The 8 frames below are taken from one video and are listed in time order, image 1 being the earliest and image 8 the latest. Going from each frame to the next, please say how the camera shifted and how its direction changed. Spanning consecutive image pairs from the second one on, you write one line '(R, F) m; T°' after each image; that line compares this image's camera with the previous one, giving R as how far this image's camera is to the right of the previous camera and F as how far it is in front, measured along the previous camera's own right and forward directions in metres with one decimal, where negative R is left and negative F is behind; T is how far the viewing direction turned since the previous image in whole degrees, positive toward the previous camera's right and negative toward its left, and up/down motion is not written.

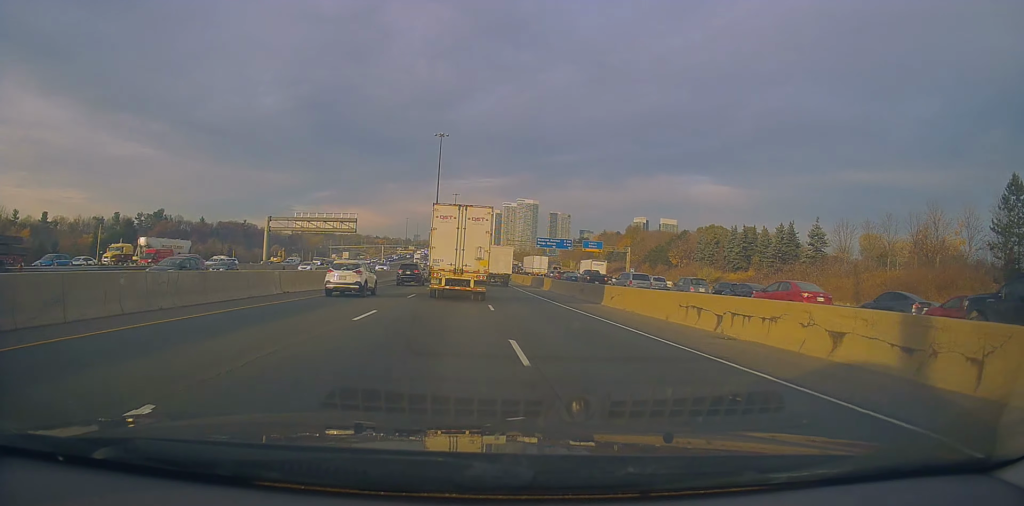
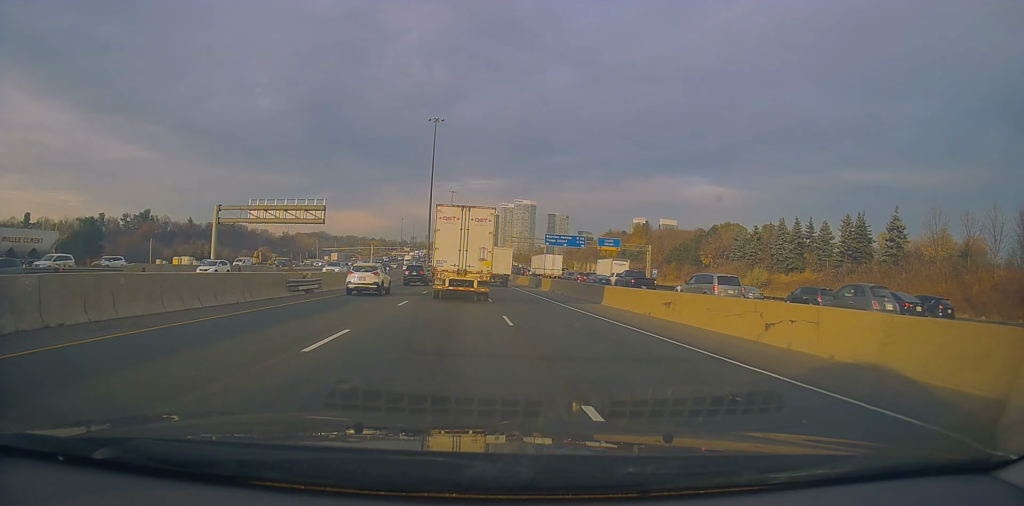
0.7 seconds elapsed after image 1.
(-0.7, +17.0) m; -1°
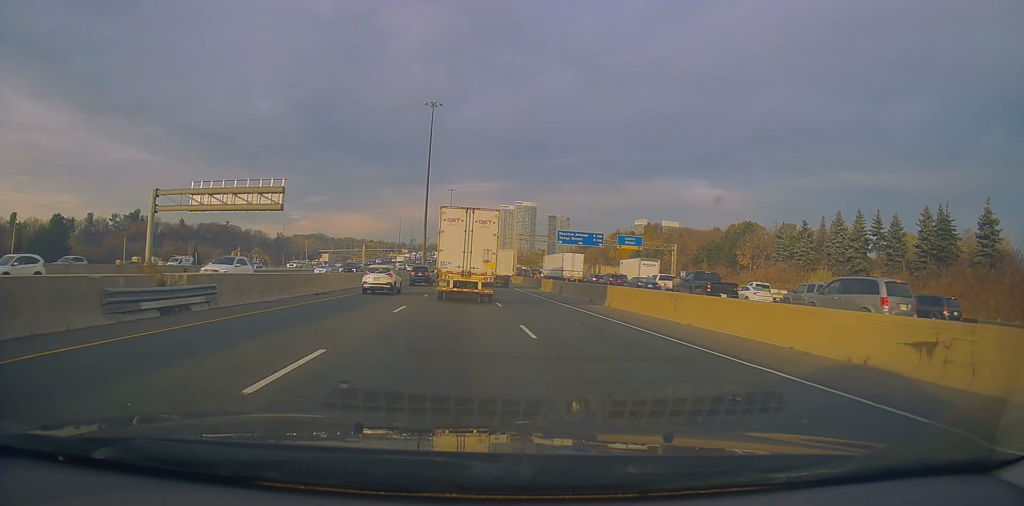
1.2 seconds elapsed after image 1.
(+0.2, +14.9) m; +1°
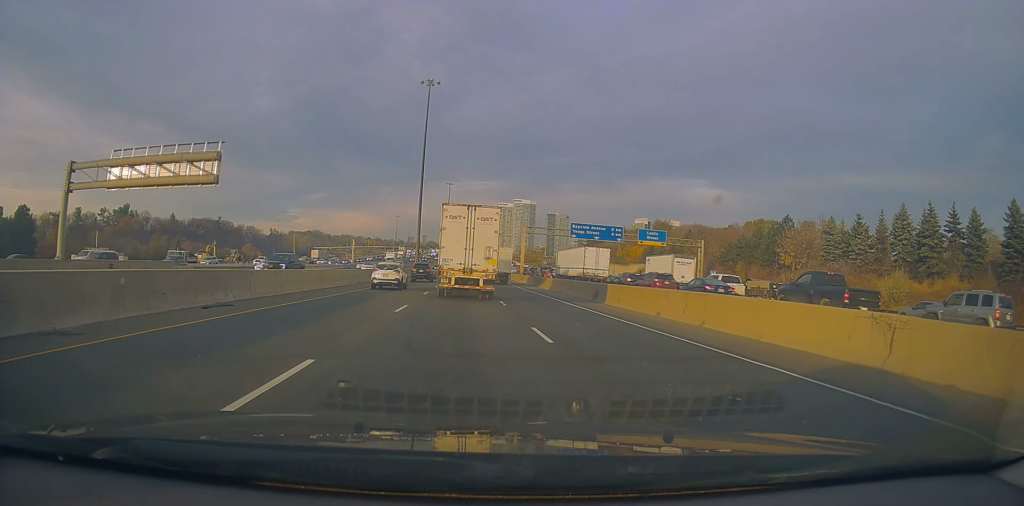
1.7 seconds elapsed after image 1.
(0.0, +12.3) m; +1°
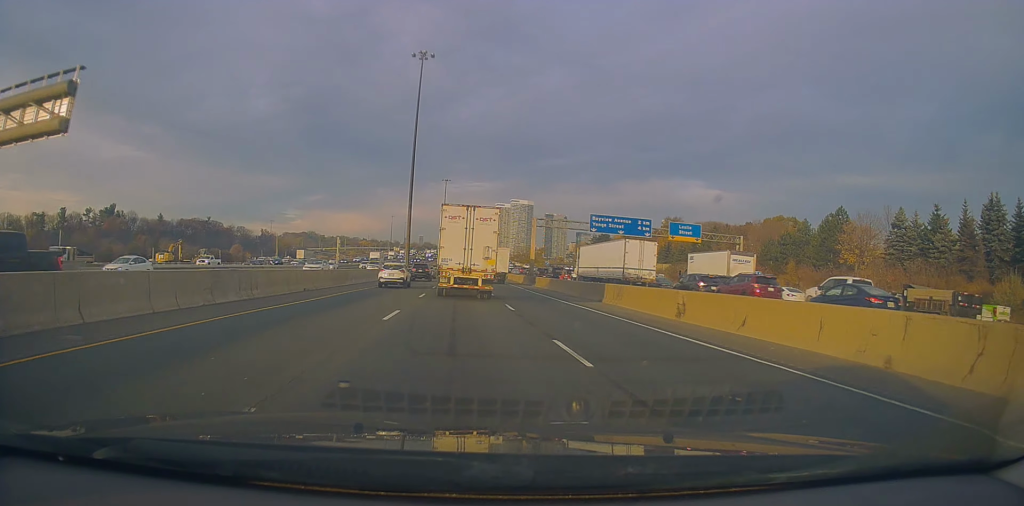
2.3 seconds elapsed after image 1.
(+0.3, +15.2) m; -1°
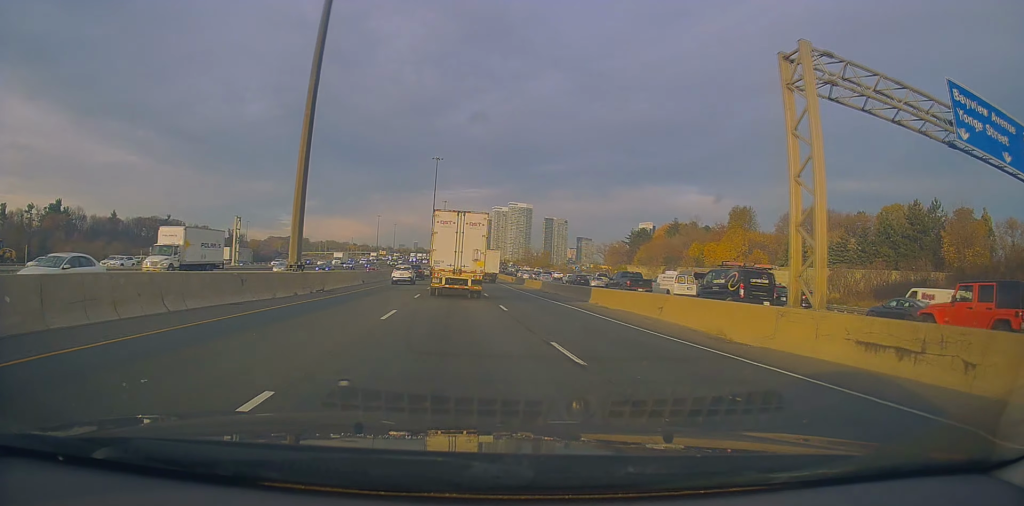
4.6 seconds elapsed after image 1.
(-0.4, +58.9) m; +1°
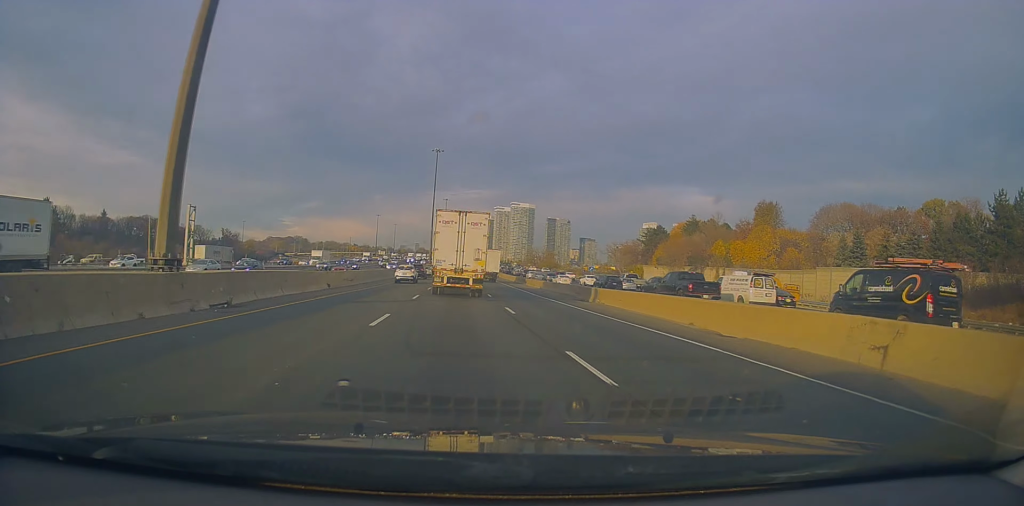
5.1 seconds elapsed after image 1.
(+0.1, +14.0) m; 0°
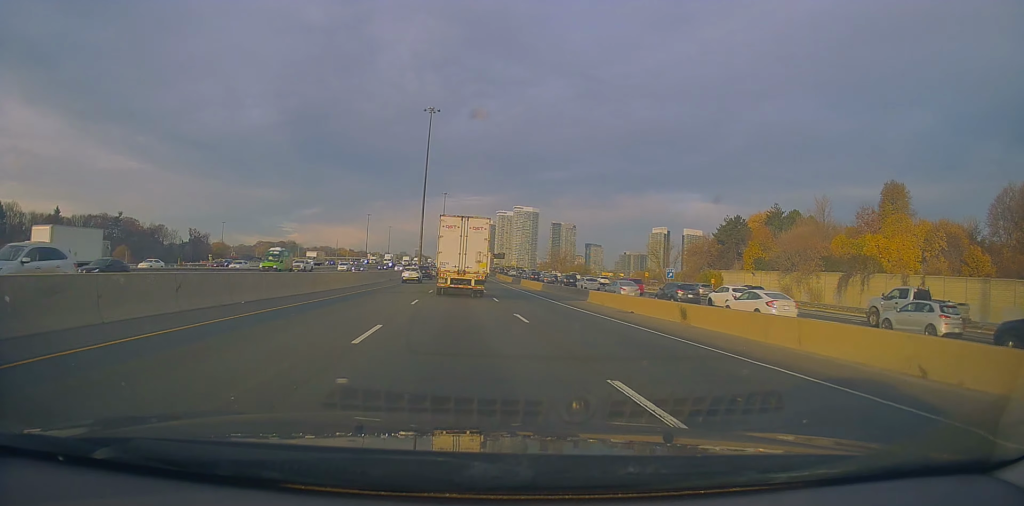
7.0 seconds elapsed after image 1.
(-1.1, +50.0) m; -2°
